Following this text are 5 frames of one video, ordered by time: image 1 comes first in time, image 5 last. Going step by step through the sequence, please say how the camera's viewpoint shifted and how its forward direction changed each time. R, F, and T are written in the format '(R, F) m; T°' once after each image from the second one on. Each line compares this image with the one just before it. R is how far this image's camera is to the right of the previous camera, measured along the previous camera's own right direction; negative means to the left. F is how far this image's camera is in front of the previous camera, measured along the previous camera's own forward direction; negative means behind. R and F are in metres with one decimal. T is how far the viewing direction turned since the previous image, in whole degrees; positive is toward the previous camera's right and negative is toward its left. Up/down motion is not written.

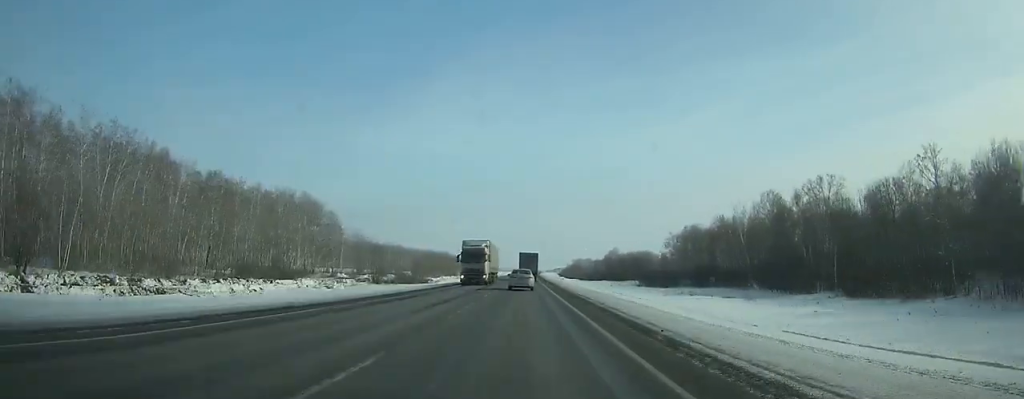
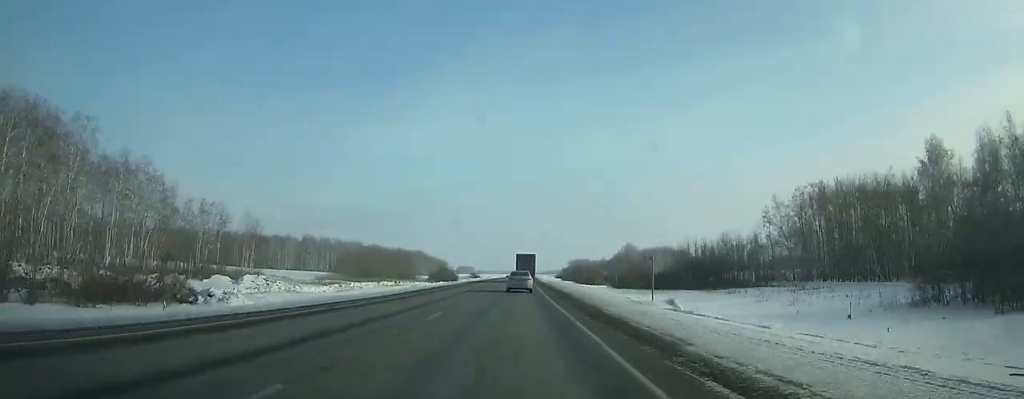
(-0.1, +98.0) m; 0°
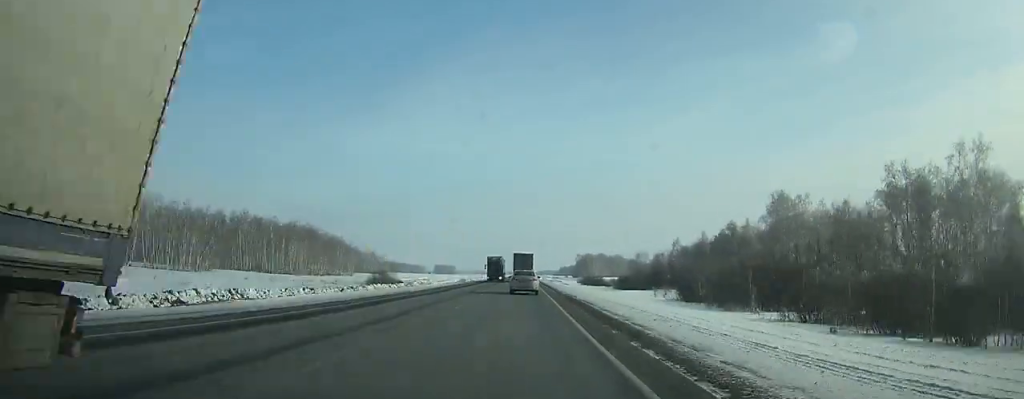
(+3.3, +230.2) m; +1°
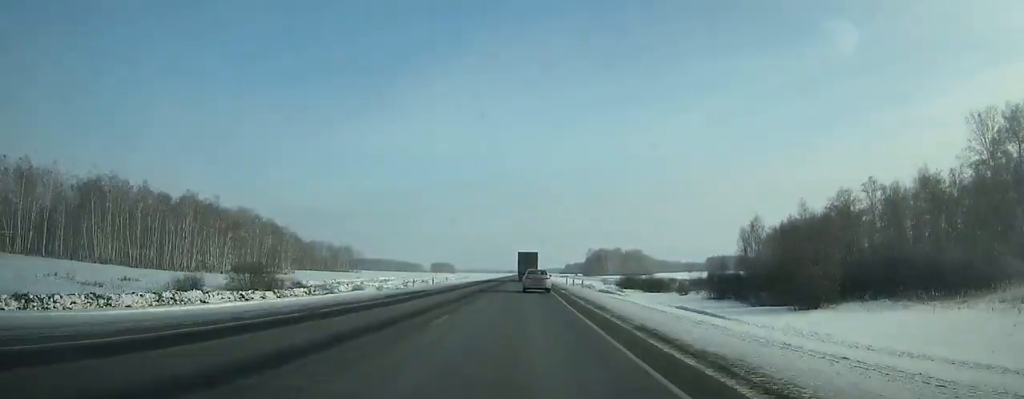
(-0.1, +72.9) m; 0°
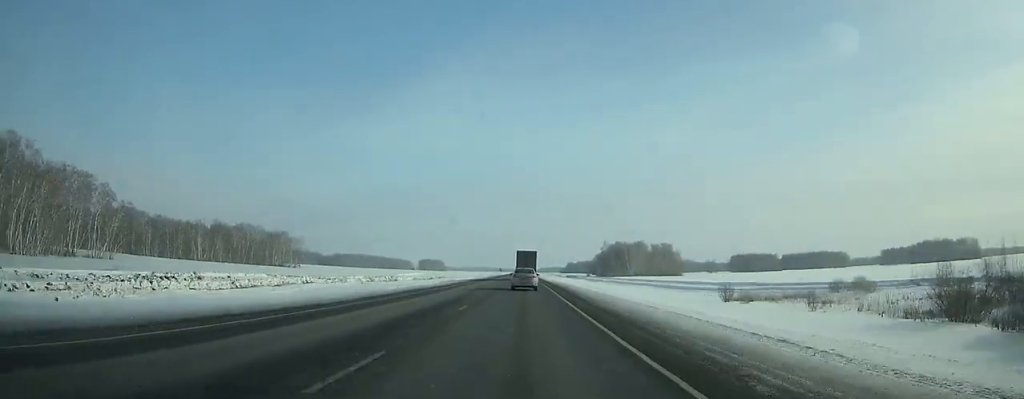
(+0.1, +104.3) m; 0°
